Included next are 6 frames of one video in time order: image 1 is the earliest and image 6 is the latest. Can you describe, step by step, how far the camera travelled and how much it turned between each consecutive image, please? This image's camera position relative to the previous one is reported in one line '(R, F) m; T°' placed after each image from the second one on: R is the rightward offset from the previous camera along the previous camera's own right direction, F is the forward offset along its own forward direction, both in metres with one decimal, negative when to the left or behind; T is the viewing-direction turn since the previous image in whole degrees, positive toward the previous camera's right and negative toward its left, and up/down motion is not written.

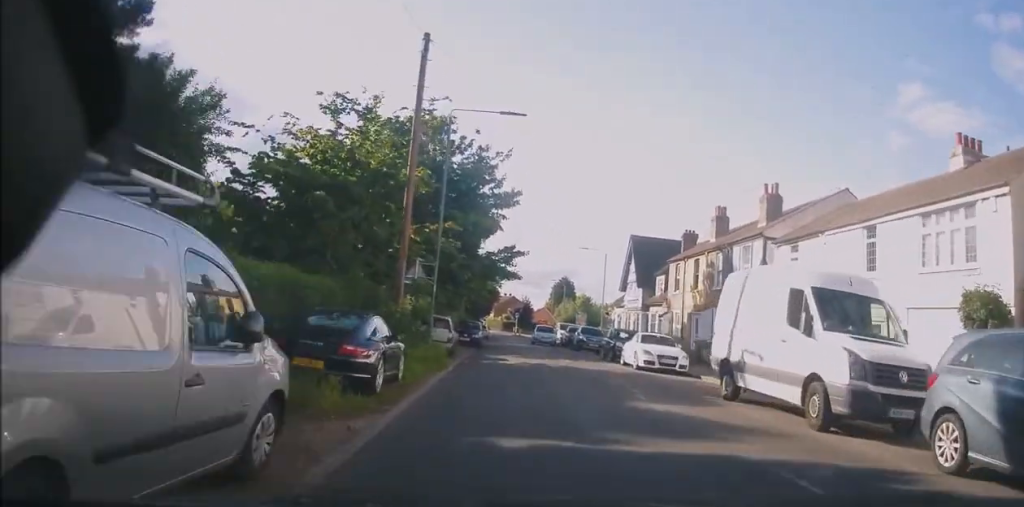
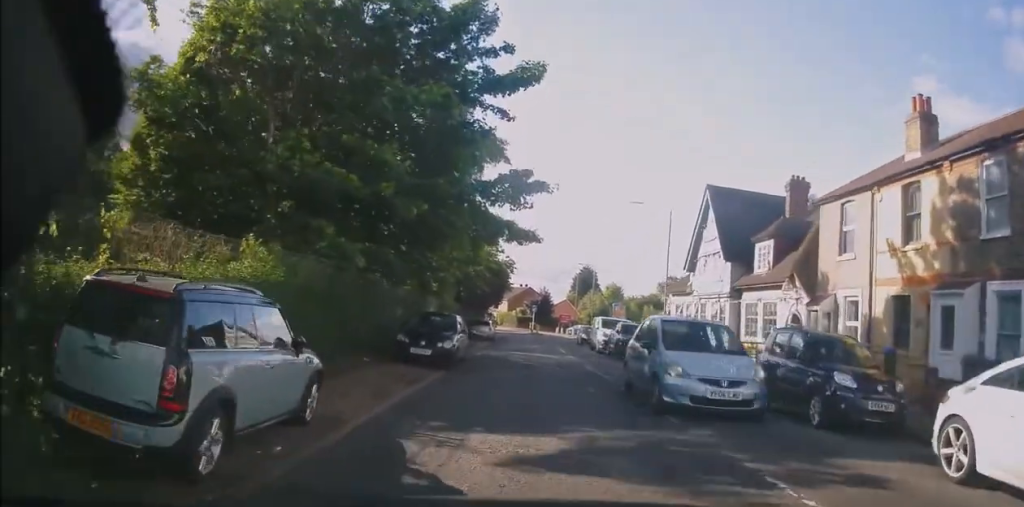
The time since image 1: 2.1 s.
(-0.4, +17.9) m; 0°
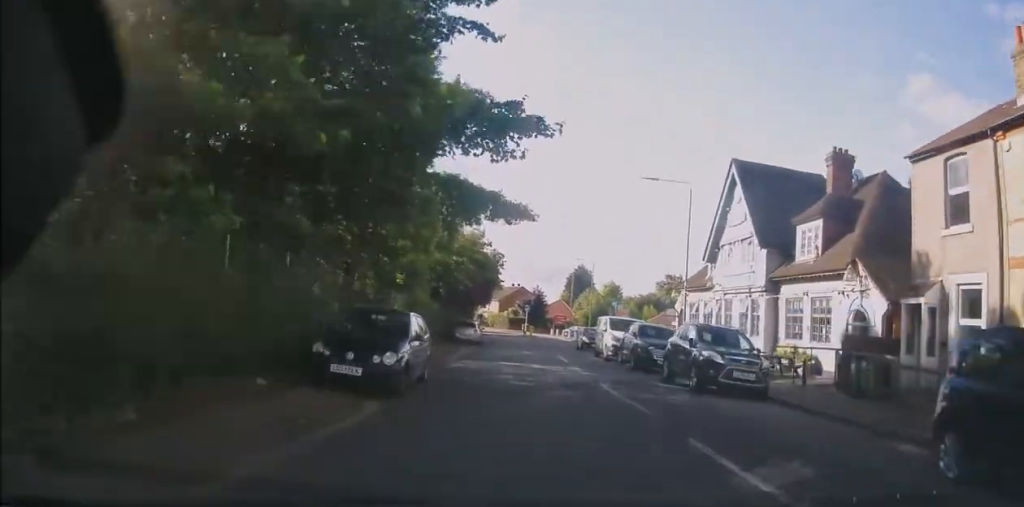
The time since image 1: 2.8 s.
(+0.2, +5.9) m; 0°
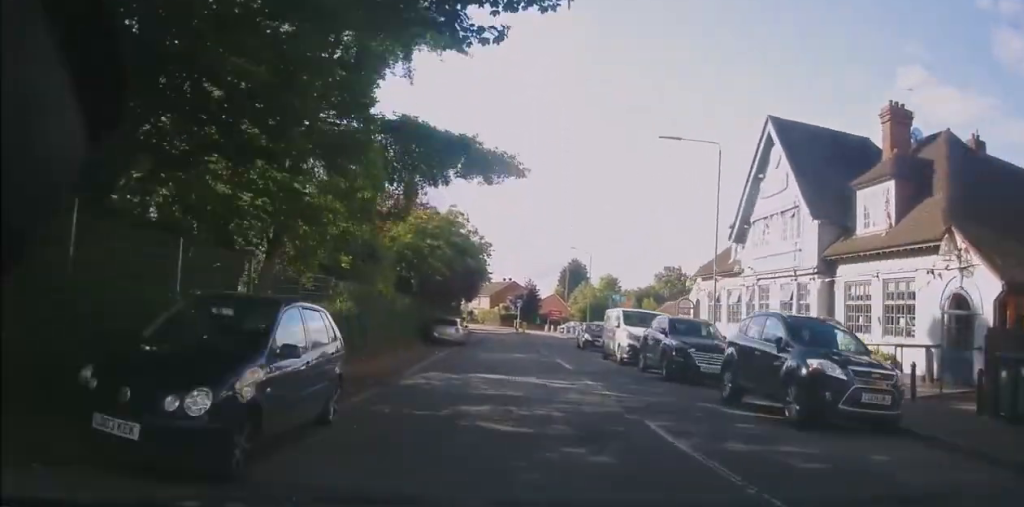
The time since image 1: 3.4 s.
(+0.2, +5.7) m; 0°
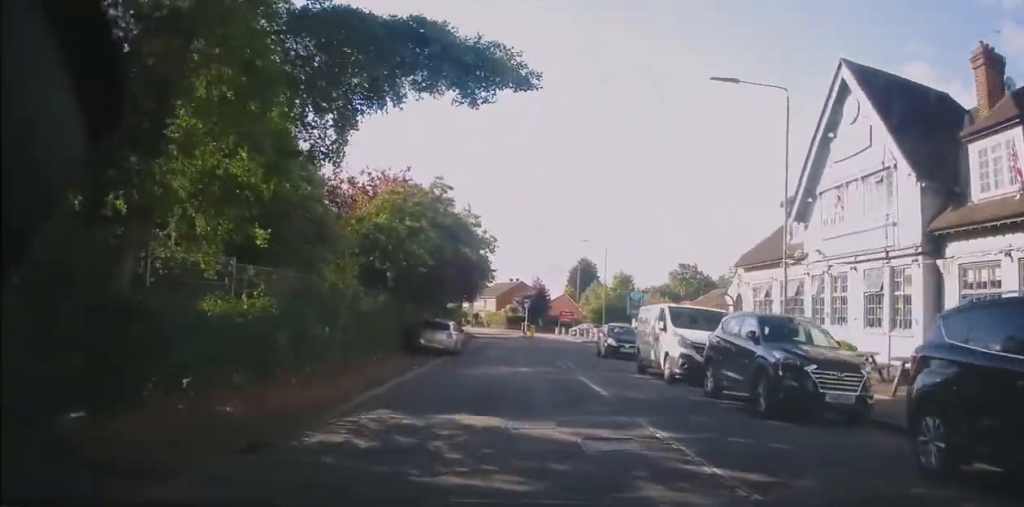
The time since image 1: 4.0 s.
(-0.3, +5.8) m; -1°
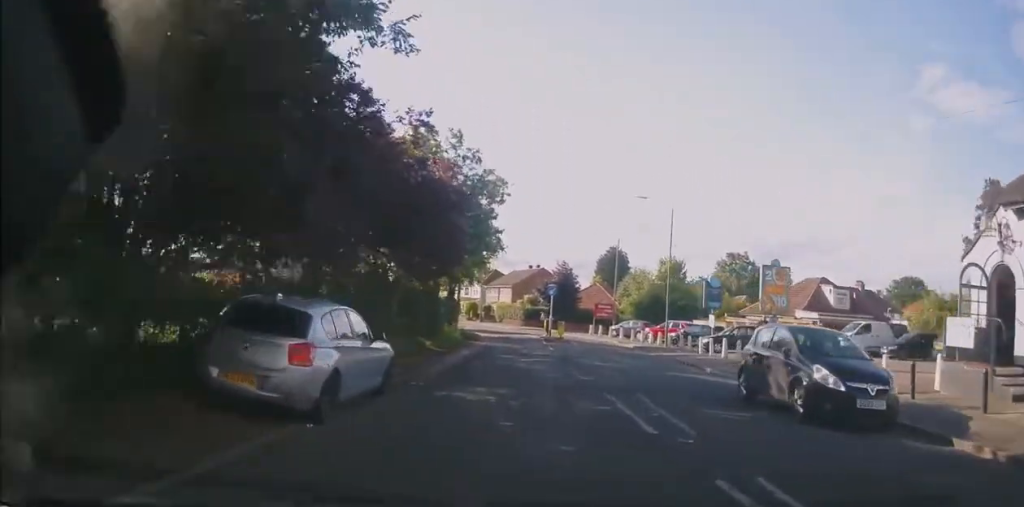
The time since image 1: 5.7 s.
(+0.1, +17.3) m; 0°
